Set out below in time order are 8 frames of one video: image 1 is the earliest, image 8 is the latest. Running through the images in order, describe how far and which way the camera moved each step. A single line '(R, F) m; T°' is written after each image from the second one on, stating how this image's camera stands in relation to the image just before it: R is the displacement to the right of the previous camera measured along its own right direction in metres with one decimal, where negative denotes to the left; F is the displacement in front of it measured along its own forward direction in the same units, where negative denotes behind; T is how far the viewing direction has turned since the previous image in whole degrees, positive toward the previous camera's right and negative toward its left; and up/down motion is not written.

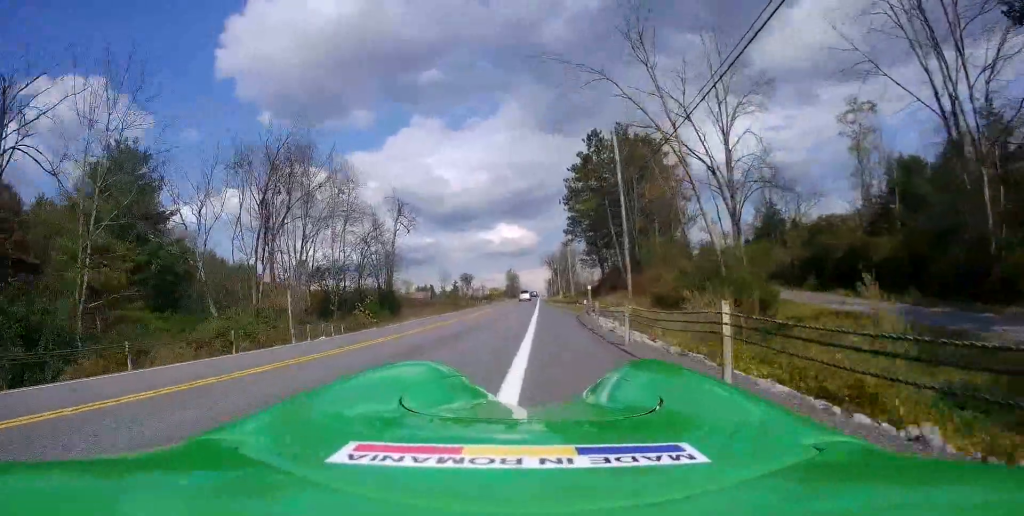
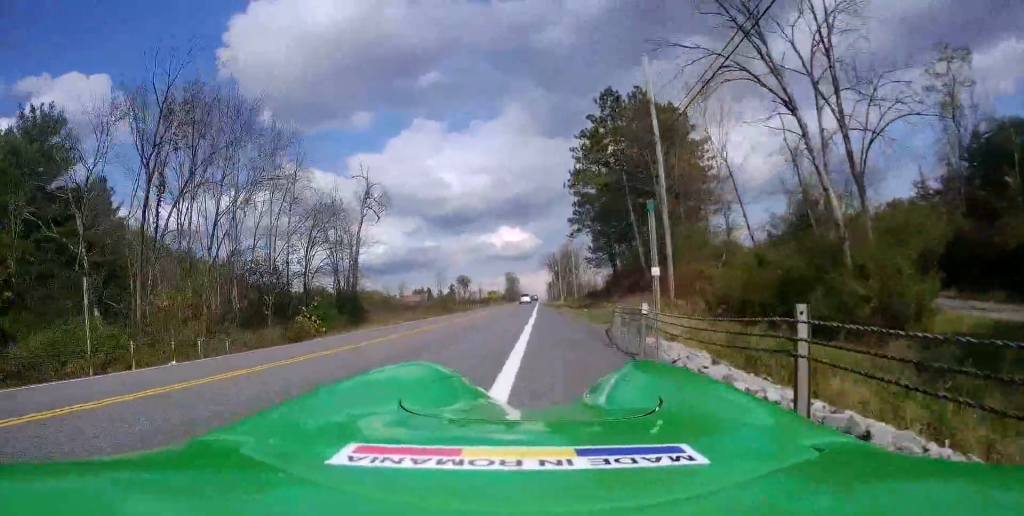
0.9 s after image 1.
(-0.2, +11.6) m; -1°
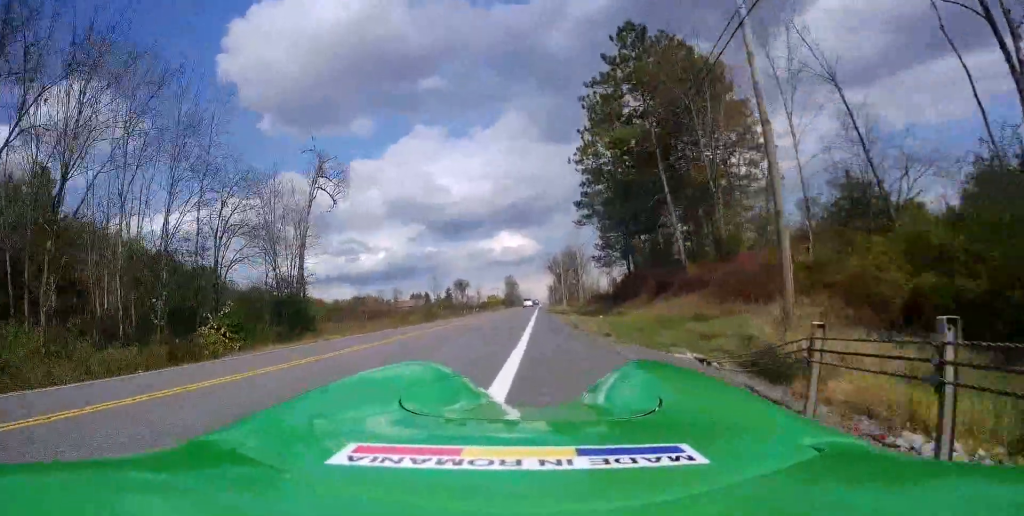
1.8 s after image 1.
(-0.1, +11.7) m; -1°
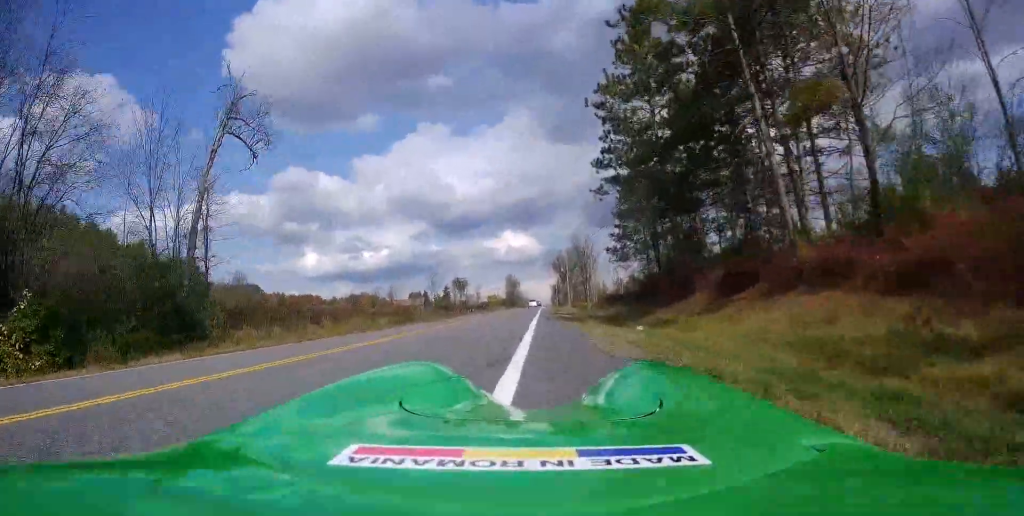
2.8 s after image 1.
(0.0, +13.1) m; 0°
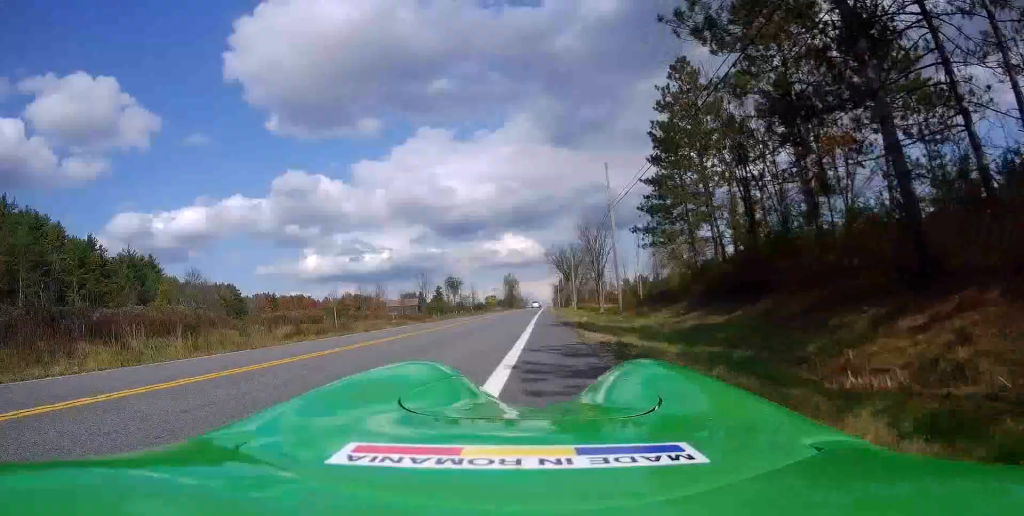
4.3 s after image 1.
(0.0, +20.2) m; -1°
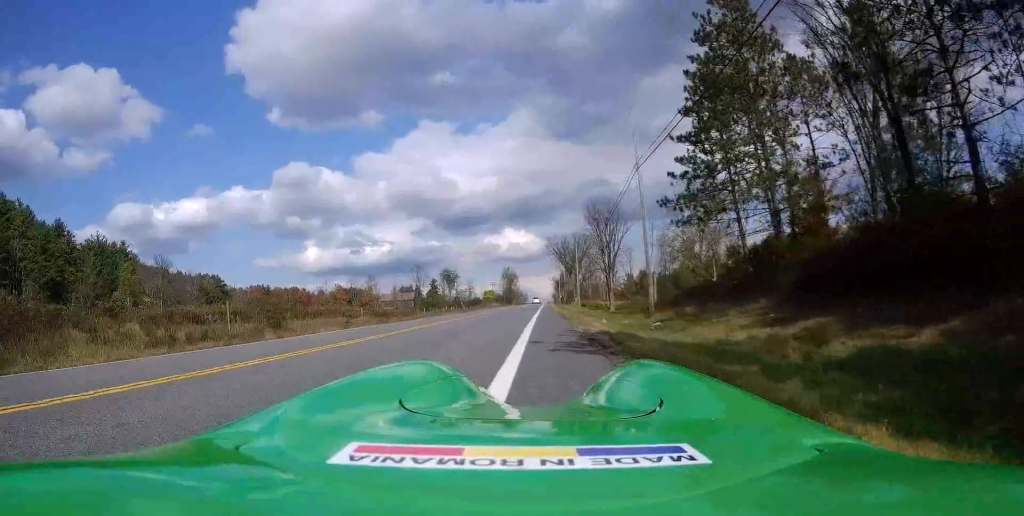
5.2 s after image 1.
(-0.4, +11.5) m; +1°
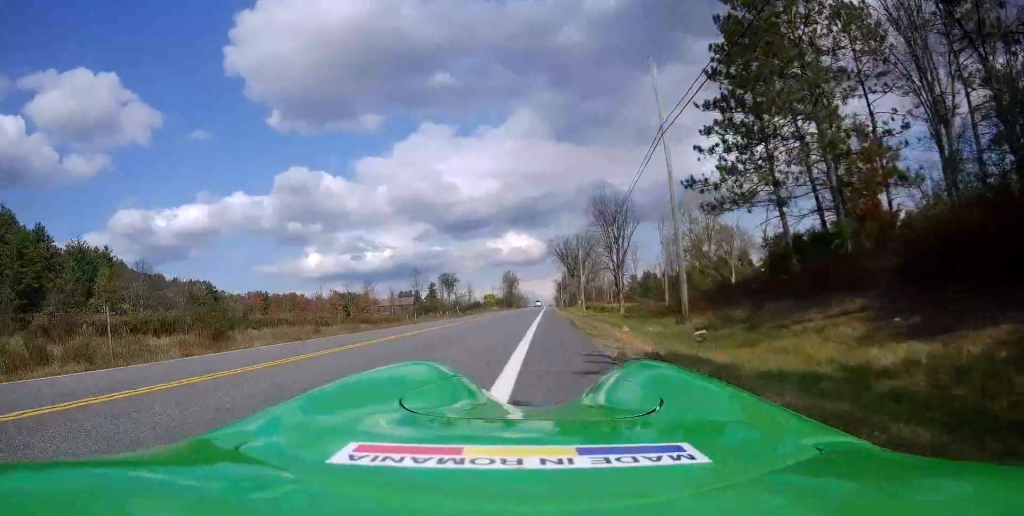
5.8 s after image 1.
(+0.4, +6.7) m; 0°
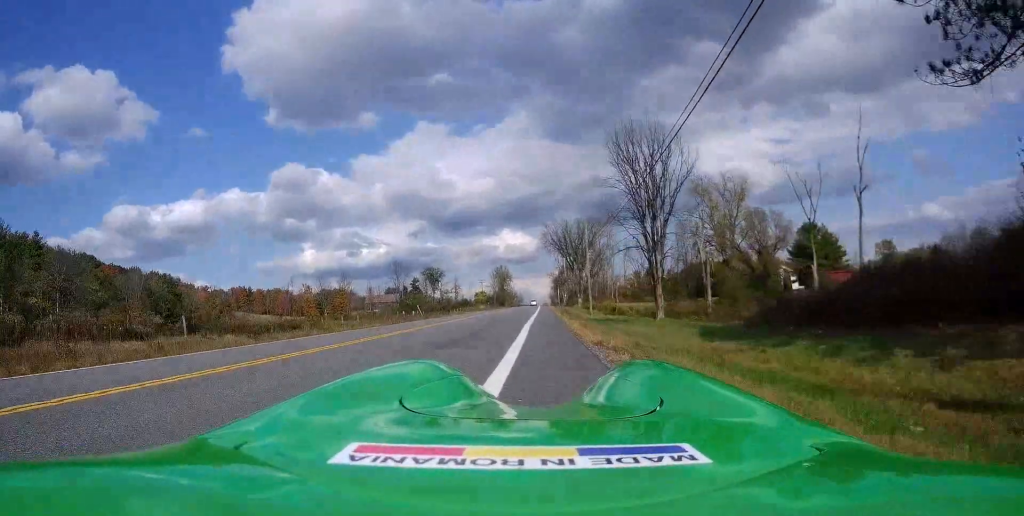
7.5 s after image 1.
(-0.7, +20.8) m; -3°
